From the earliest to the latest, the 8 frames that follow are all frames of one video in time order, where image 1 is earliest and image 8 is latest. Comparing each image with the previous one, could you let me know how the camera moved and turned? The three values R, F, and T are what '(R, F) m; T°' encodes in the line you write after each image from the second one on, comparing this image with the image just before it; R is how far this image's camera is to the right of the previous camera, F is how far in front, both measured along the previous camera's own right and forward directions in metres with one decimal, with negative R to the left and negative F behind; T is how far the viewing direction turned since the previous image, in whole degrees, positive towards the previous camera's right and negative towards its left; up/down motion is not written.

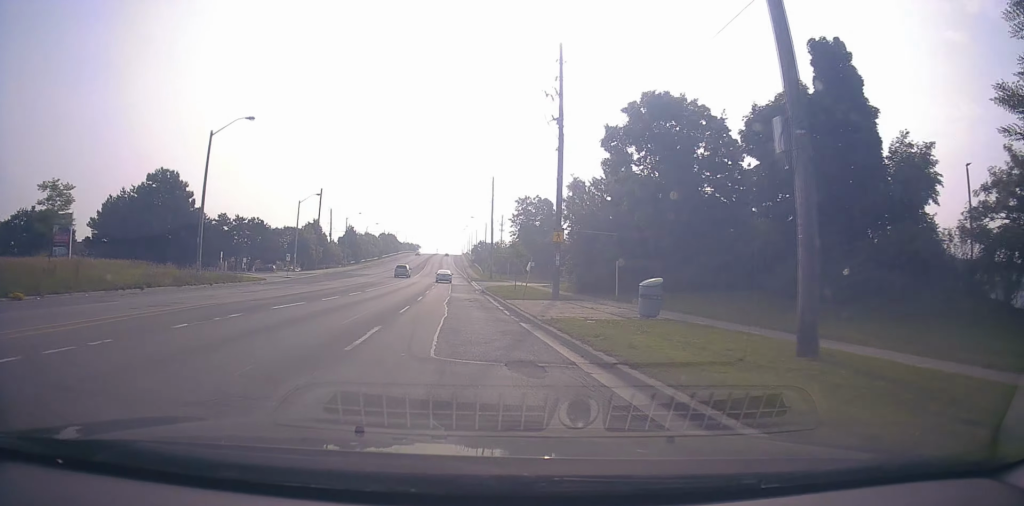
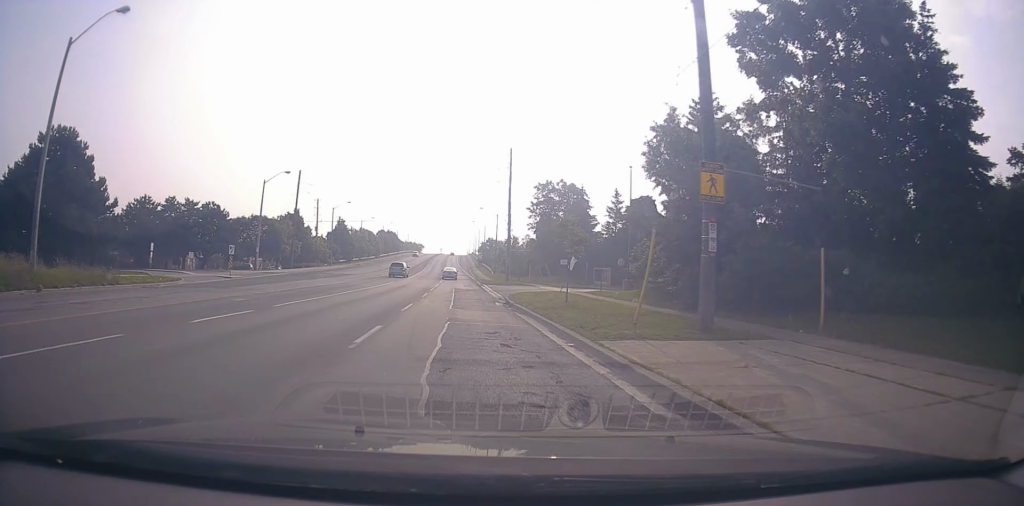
(-0.3, +18.2) m; -1°
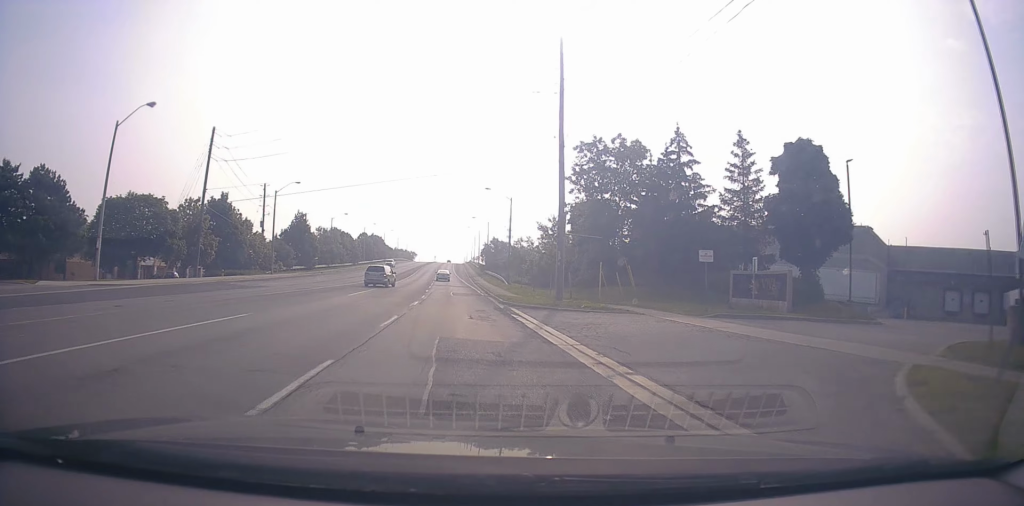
(0.0, +31.2) m; 0°
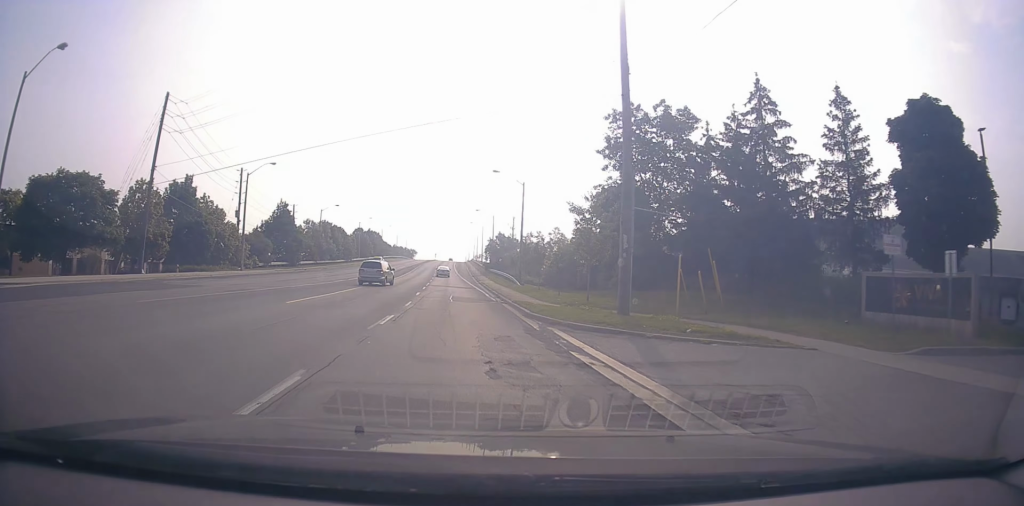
(+0.1, +10.8) m; 0°
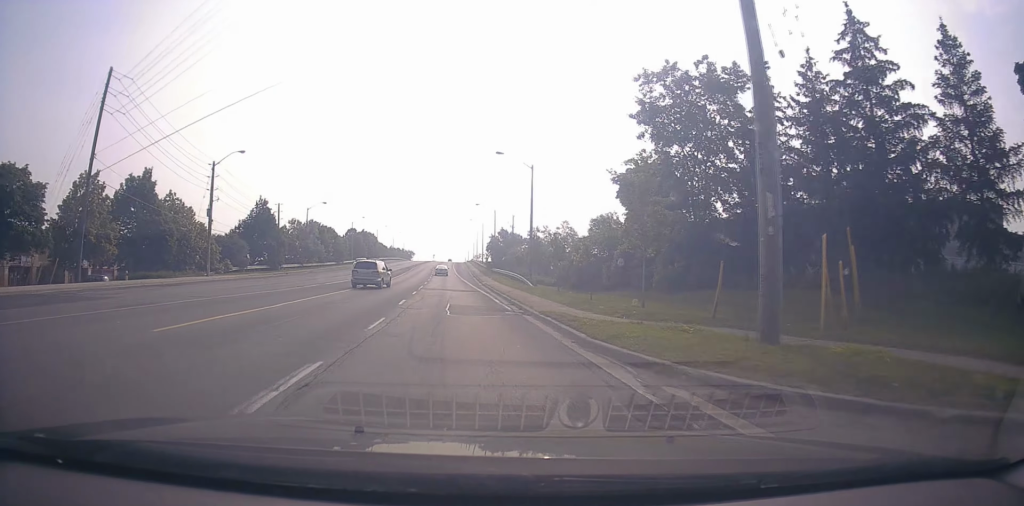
(-0.1, +8.6) m; 0°
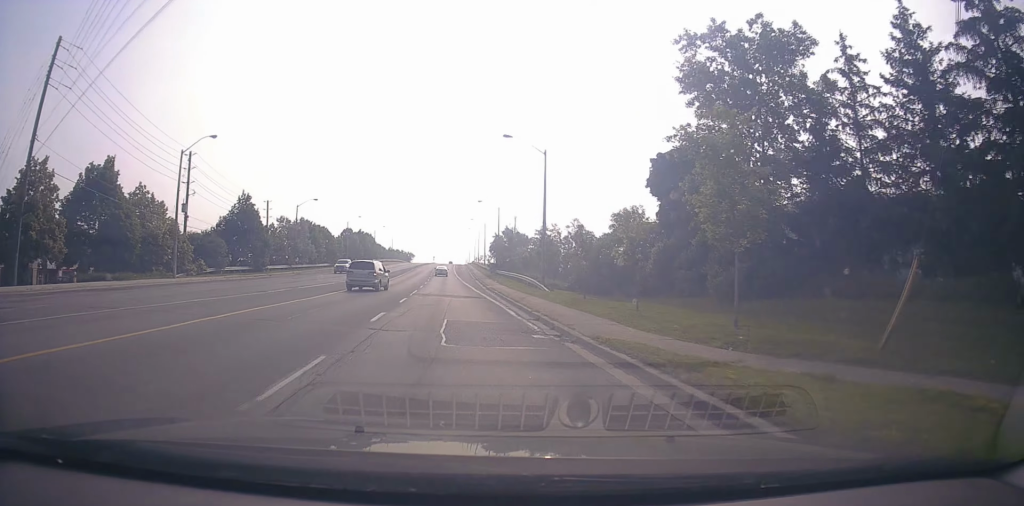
(0.0, +7.0) m; 0°
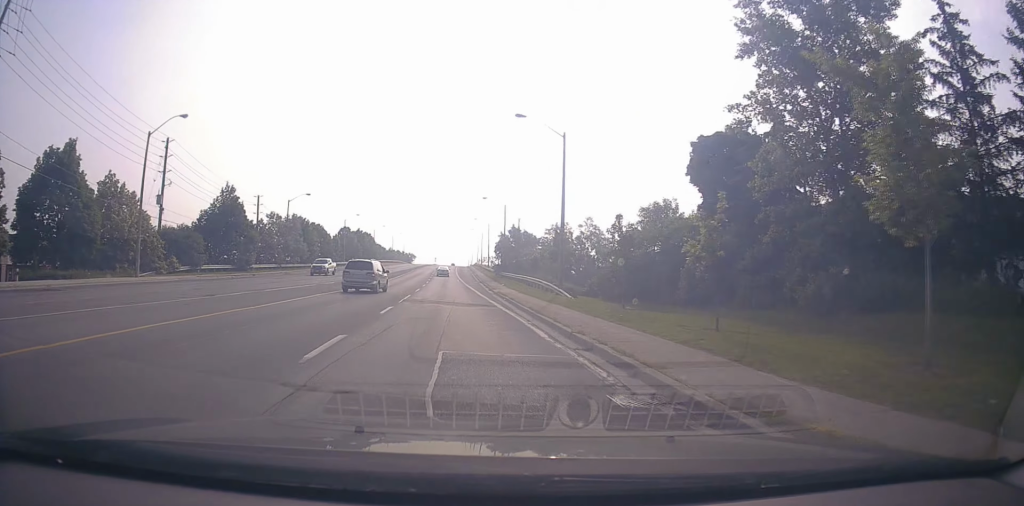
(0.0, +6.3) m; 0°
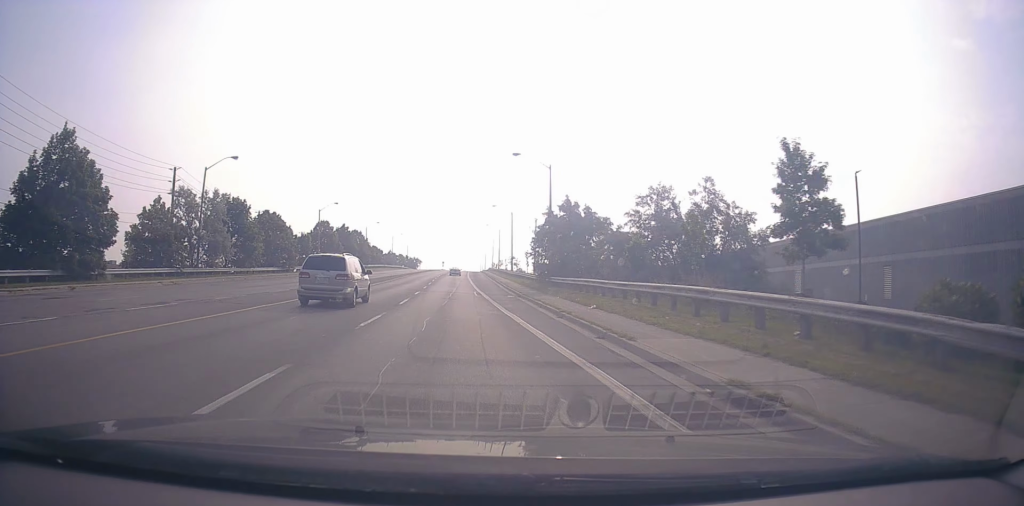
(-0.6, +32.4) m; -1°
